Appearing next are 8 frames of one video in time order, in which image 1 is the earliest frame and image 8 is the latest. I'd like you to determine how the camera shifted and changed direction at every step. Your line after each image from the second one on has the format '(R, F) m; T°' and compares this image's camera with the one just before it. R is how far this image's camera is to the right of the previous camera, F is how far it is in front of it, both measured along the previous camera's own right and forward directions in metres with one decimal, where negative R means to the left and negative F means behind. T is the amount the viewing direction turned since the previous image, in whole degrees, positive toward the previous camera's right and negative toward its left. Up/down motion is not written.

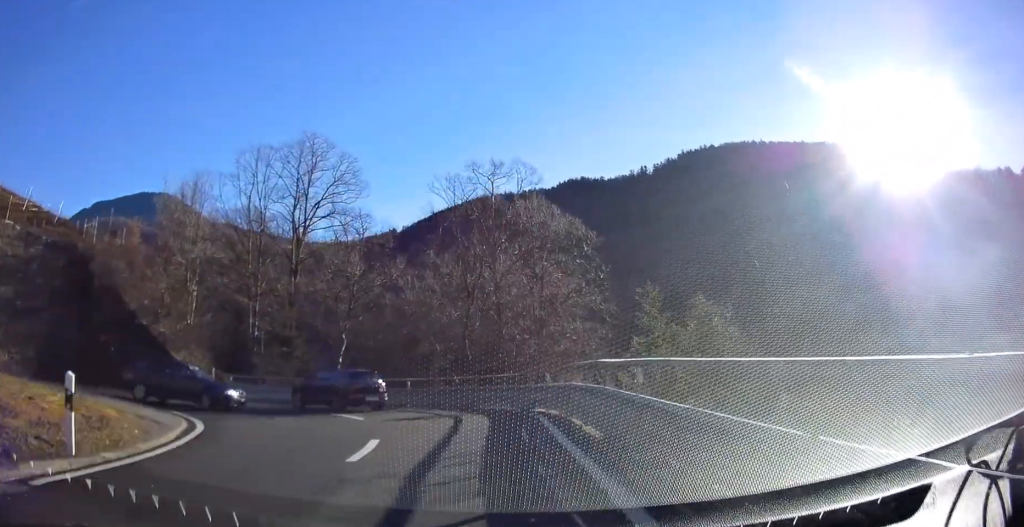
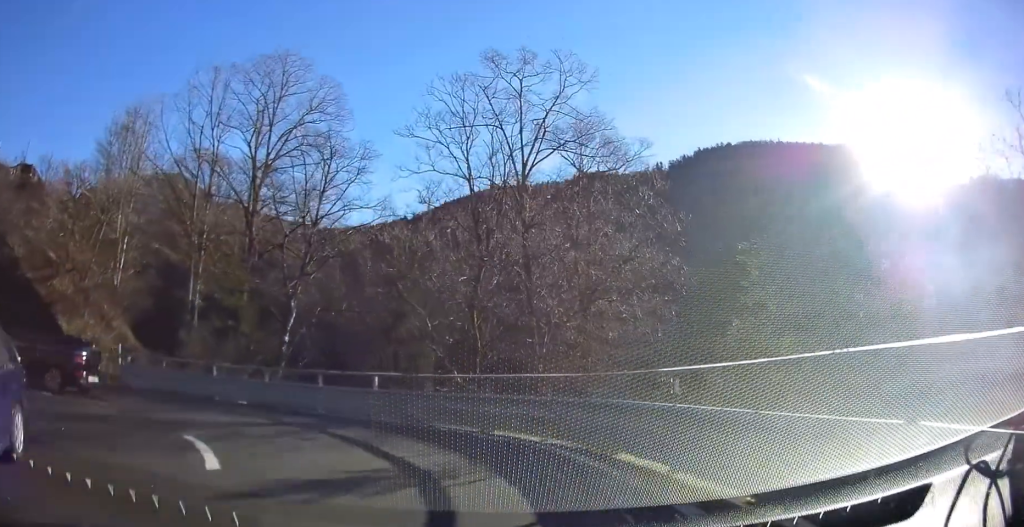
(+0.2, +10.5) m; -3°
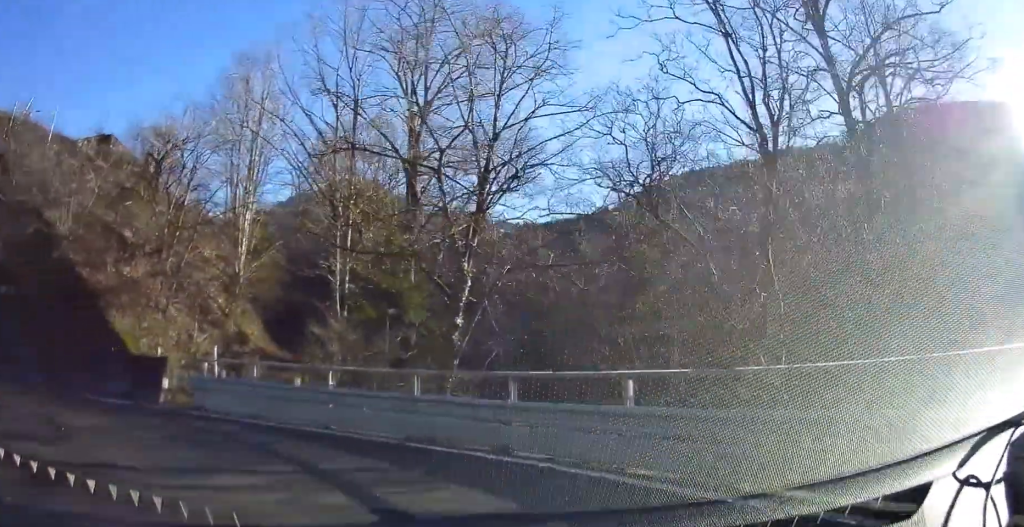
(-0.8, +8.2) m; -18°
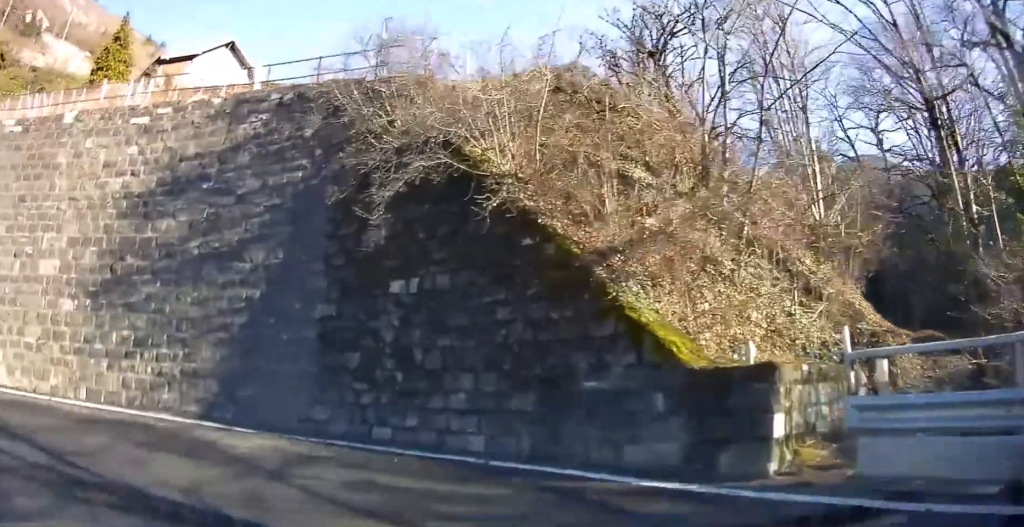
(-2.5, +8.1) m; -47°
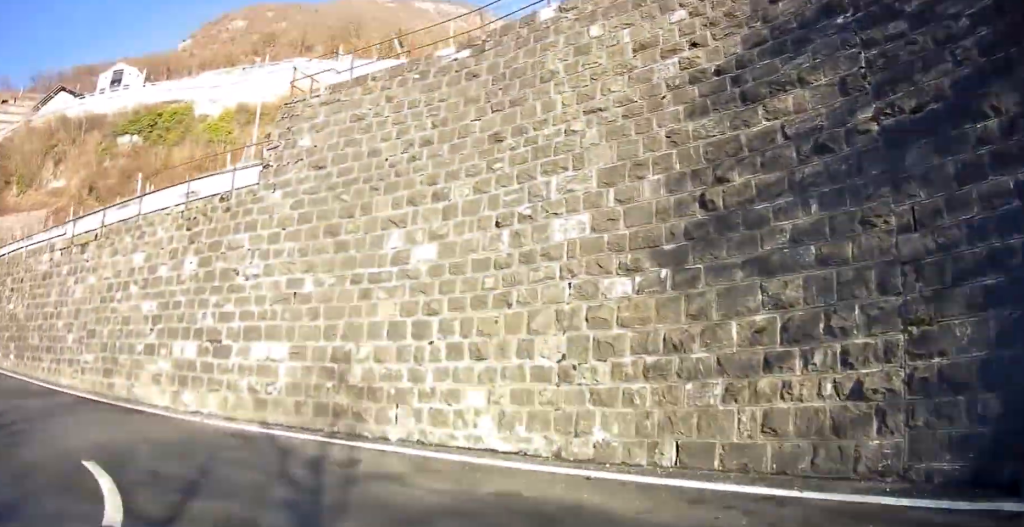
(-3.0, +6.6) m; -54°
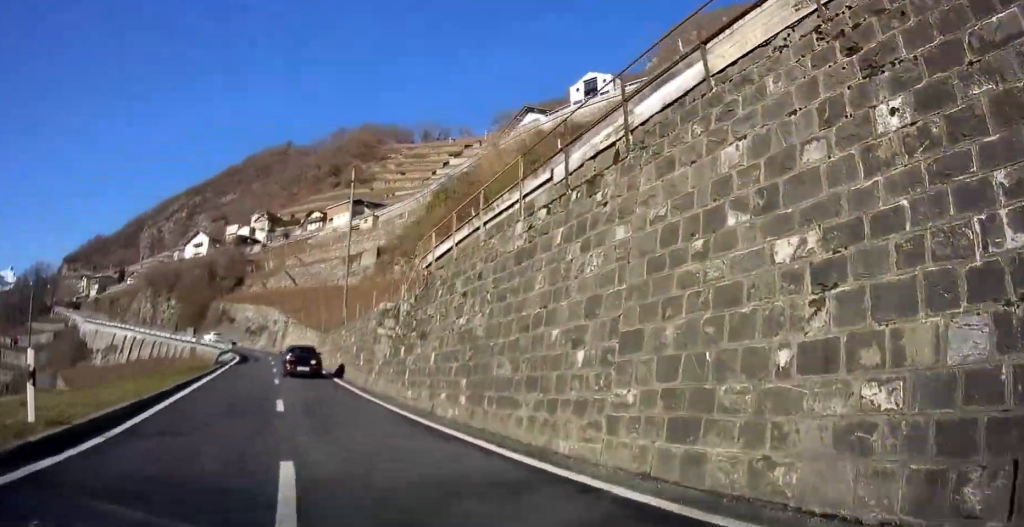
(-4.0, +7.5) m; -40°
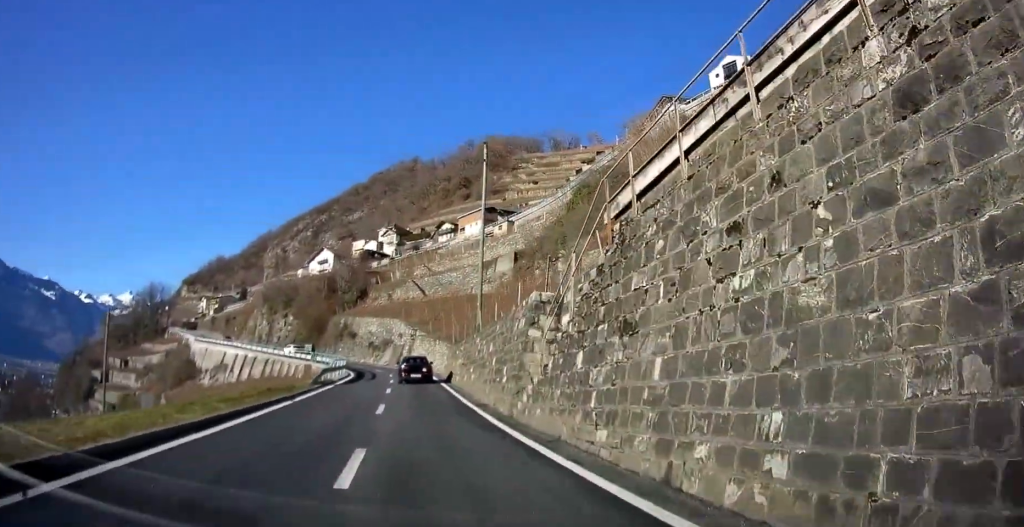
(-1.1, +6.9) m; -15°
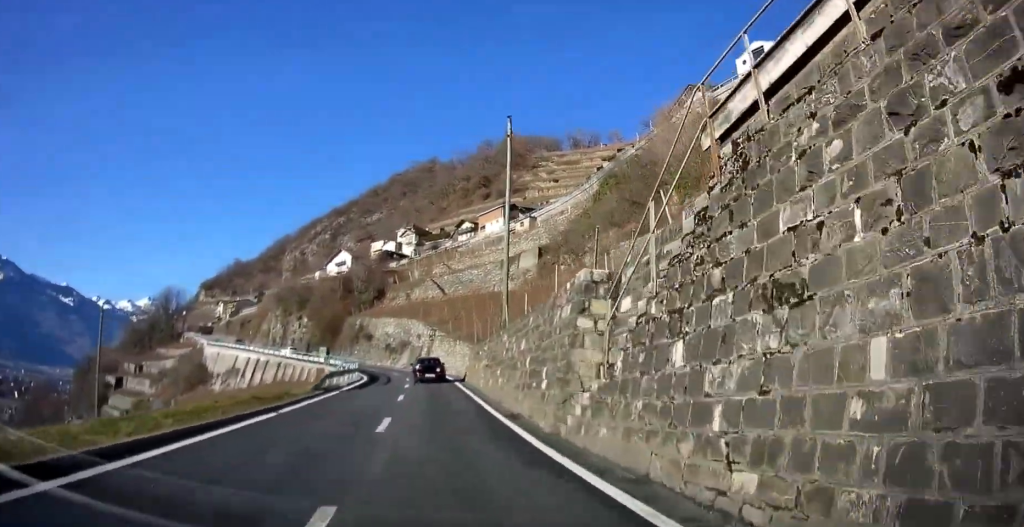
(-0.2, +3.5) m; -4°
